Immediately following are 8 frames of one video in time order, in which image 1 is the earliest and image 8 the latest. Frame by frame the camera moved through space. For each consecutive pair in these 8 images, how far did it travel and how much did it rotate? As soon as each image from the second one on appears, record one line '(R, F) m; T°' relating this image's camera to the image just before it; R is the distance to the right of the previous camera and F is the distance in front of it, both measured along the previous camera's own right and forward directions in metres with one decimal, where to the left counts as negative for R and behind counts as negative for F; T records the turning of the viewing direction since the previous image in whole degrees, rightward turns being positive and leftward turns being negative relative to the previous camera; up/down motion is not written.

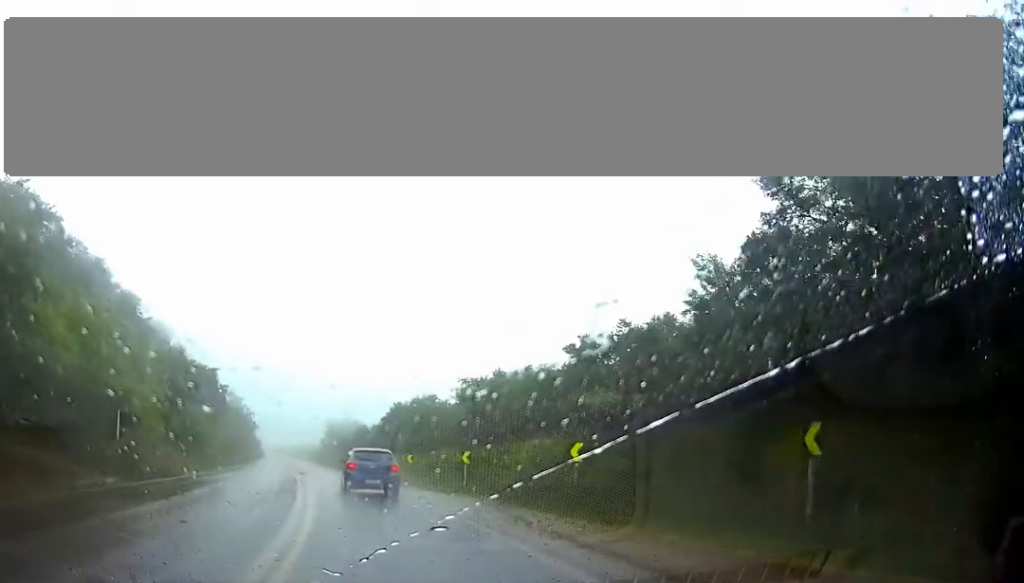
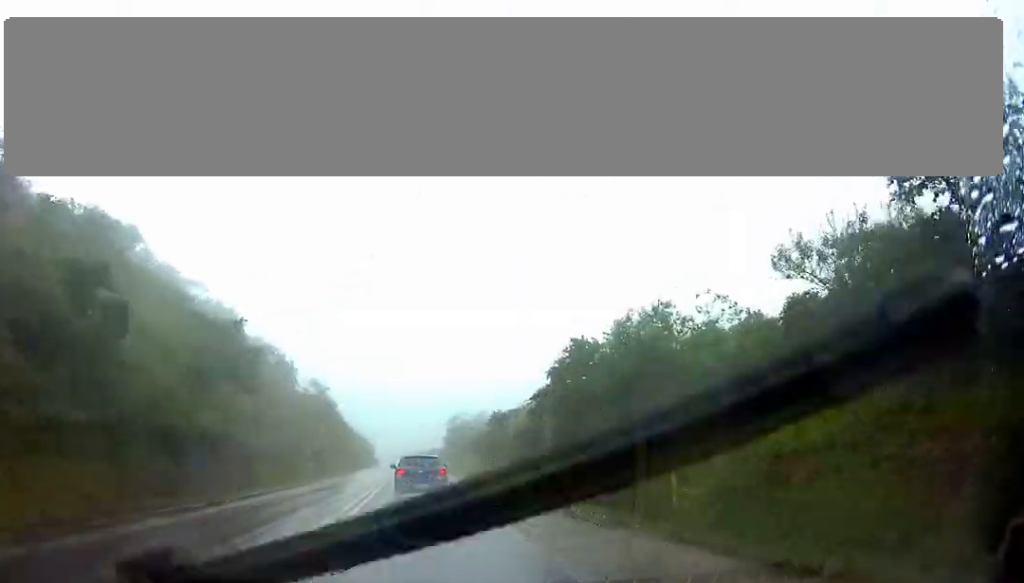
(-2.2, +34.4) m; -6°
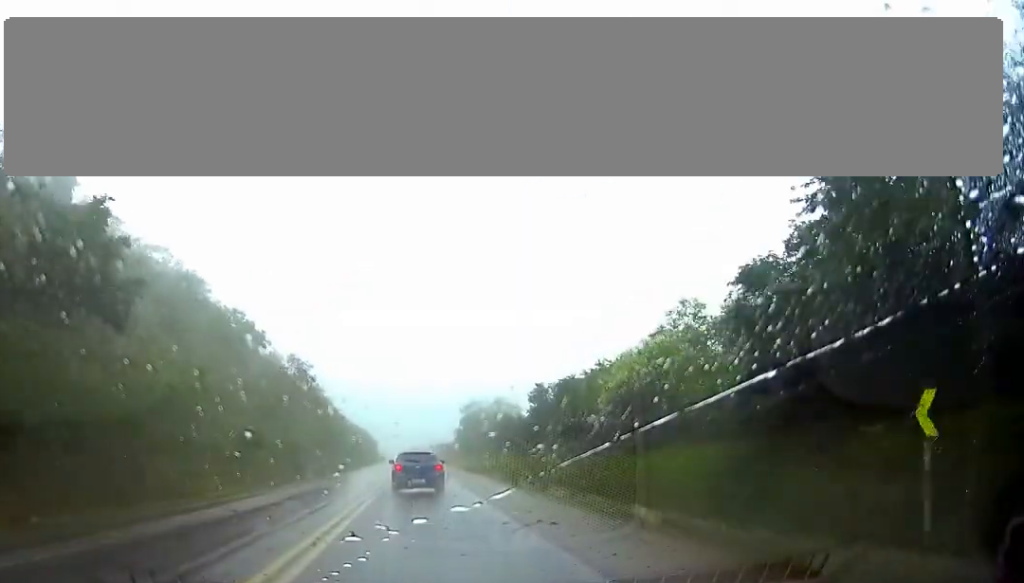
(-0.5, +22.4) m; -2°
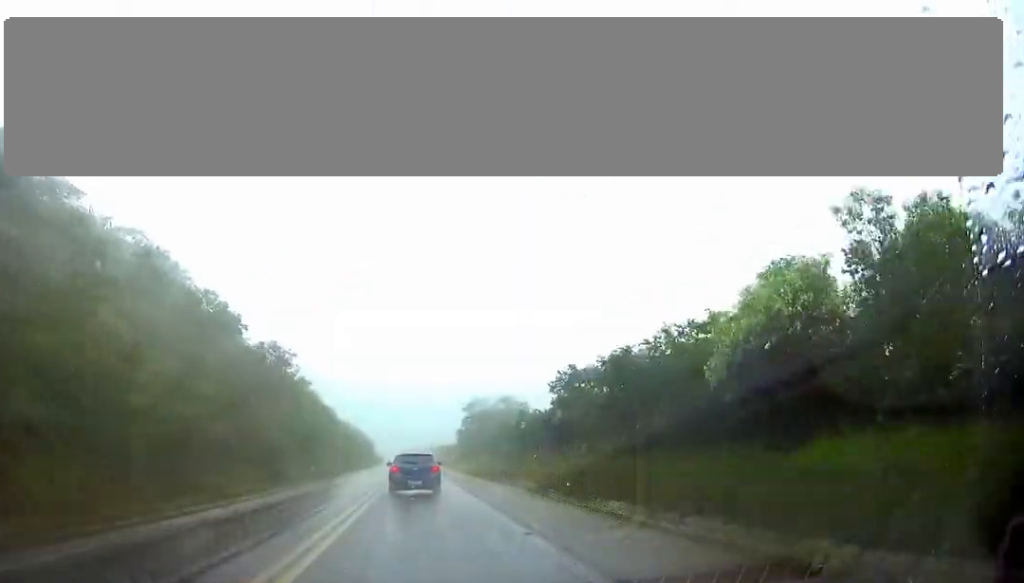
(-0.1, +10.2) m; 0°
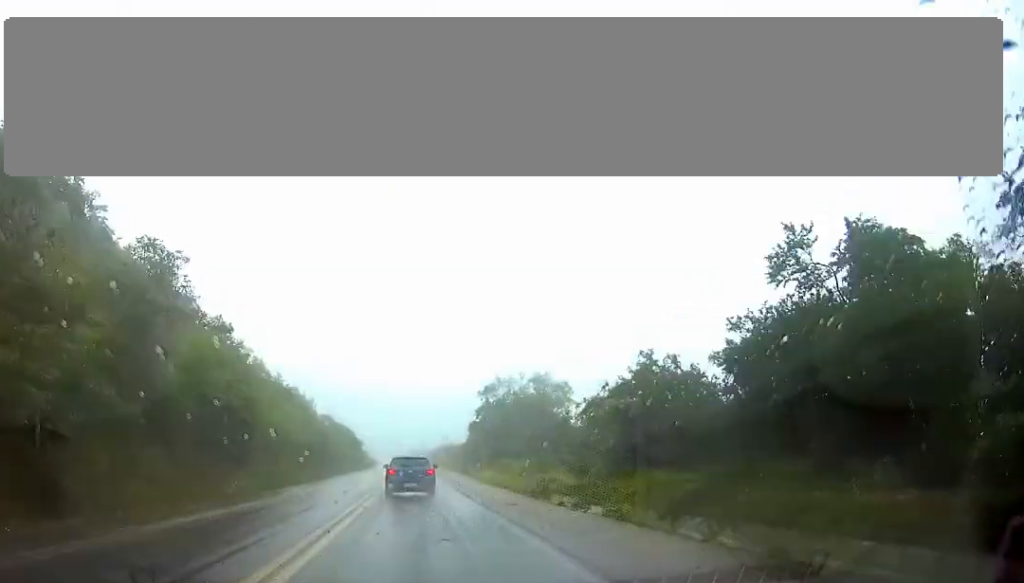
(-0.1, +33.1) m; +1°
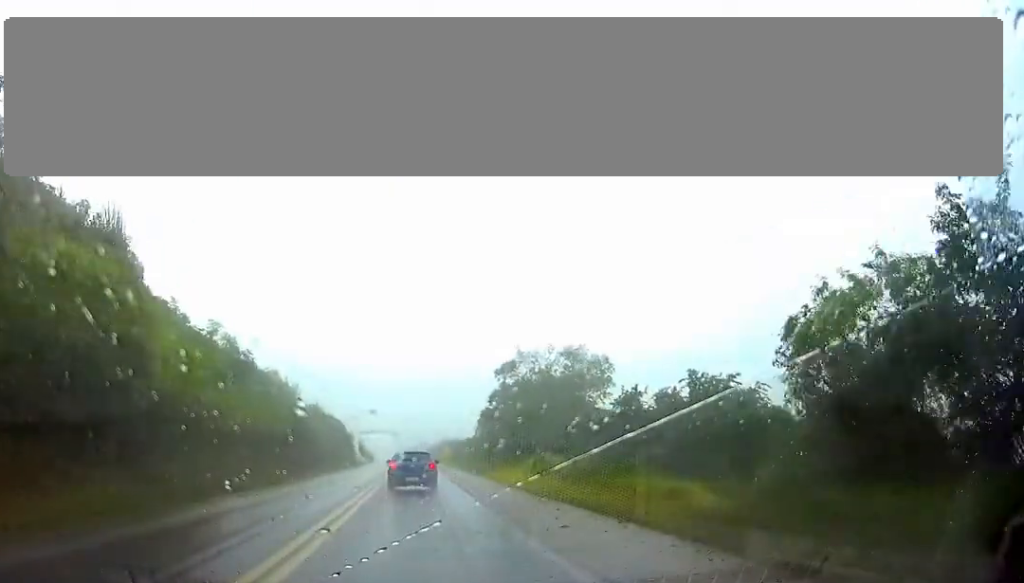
(+0.1, +18.2) m; 0°
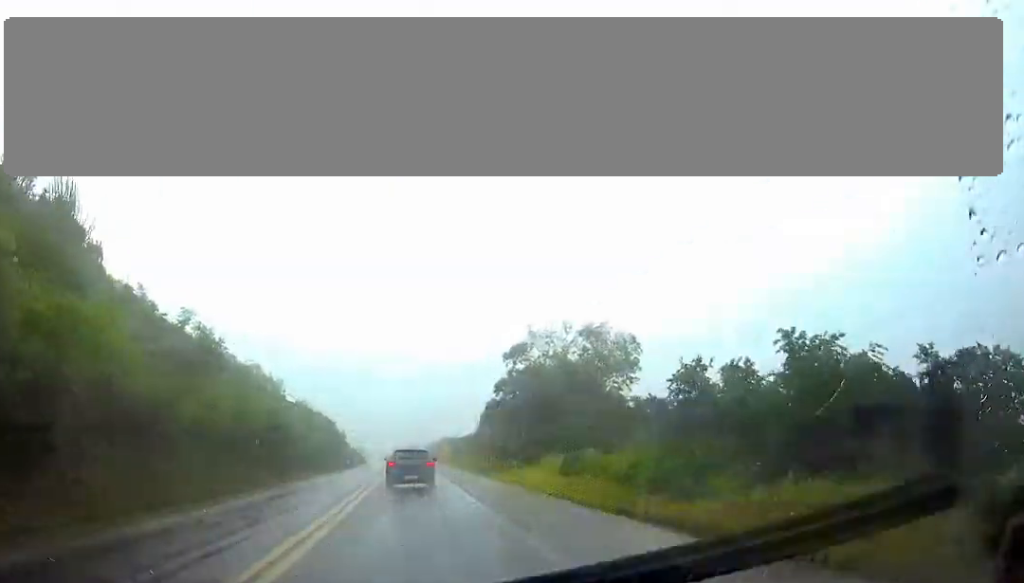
(0.0, +9.9) m; 0°
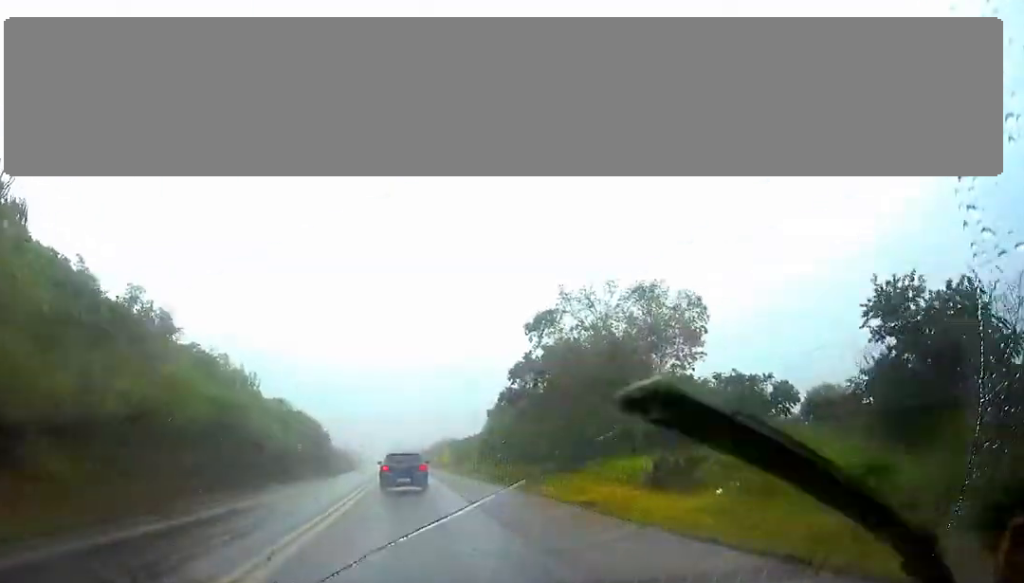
(0.0, +14.8) m; 0°
